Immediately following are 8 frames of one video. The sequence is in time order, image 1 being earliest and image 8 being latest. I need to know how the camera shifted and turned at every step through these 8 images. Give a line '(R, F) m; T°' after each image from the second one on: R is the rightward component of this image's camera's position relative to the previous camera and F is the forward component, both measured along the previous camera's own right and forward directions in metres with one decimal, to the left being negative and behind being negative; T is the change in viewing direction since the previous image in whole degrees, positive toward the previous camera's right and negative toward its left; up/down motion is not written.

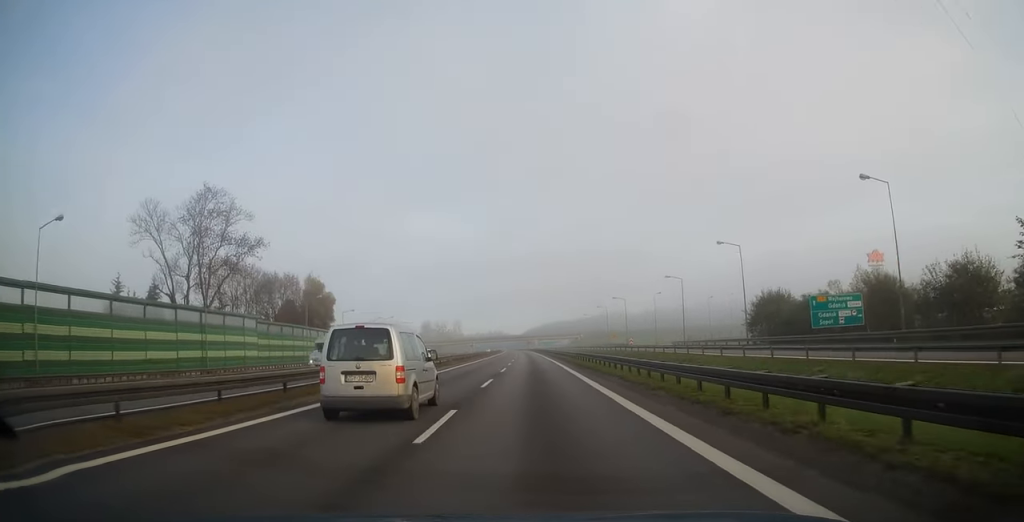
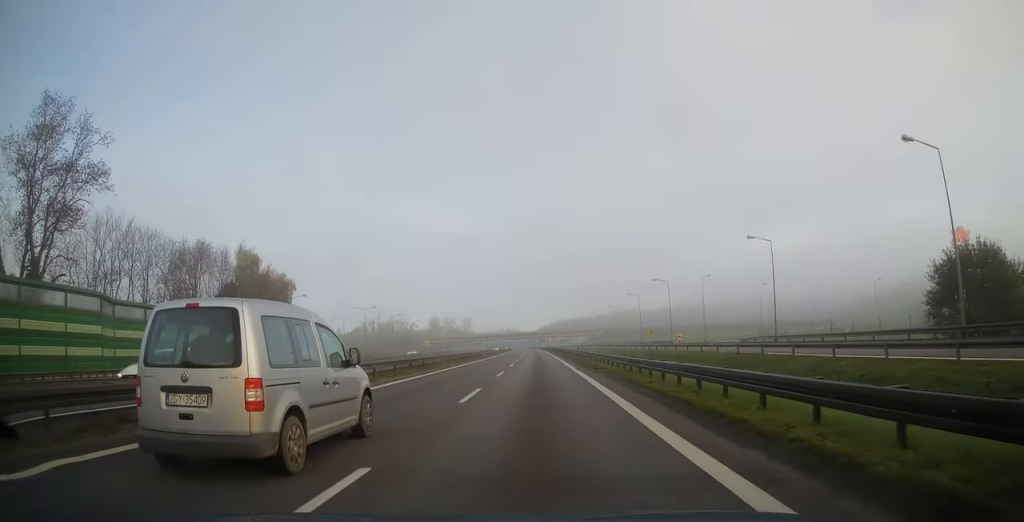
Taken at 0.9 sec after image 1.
(-0.2, +30.0) m; -1°
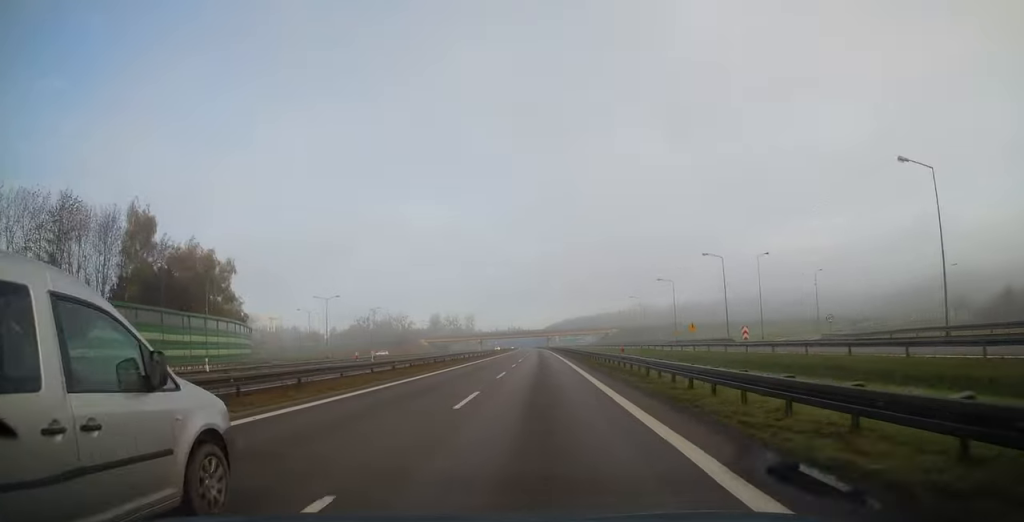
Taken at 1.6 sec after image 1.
(-0.3, +24.9) m; -1°
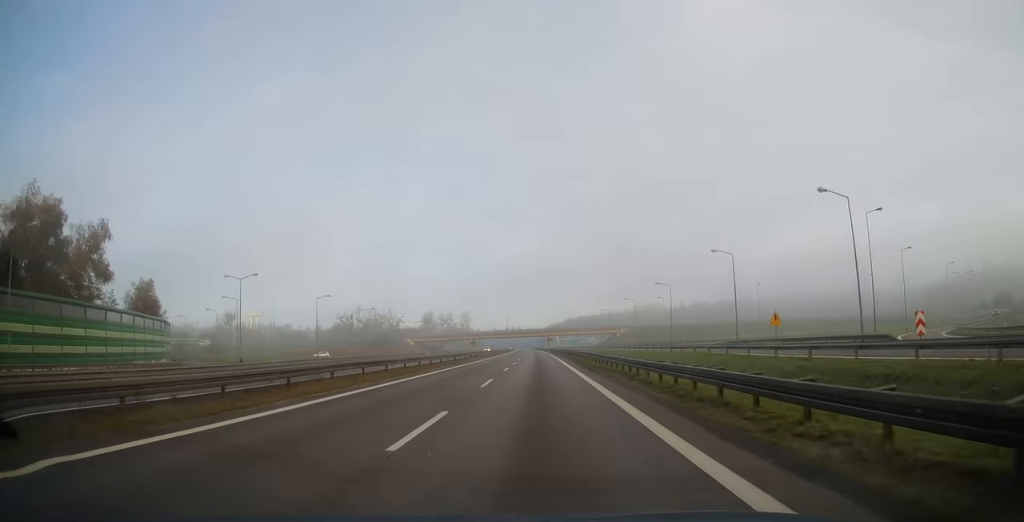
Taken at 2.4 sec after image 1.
(-0.2, +28.6) m; -1°
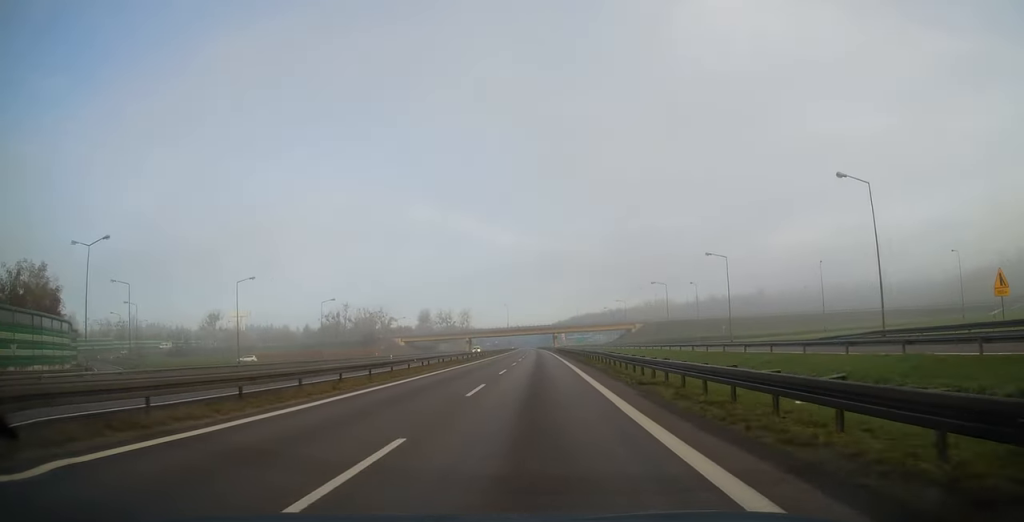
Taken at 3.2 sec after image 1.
(-0.1, +27.1) m; 0°
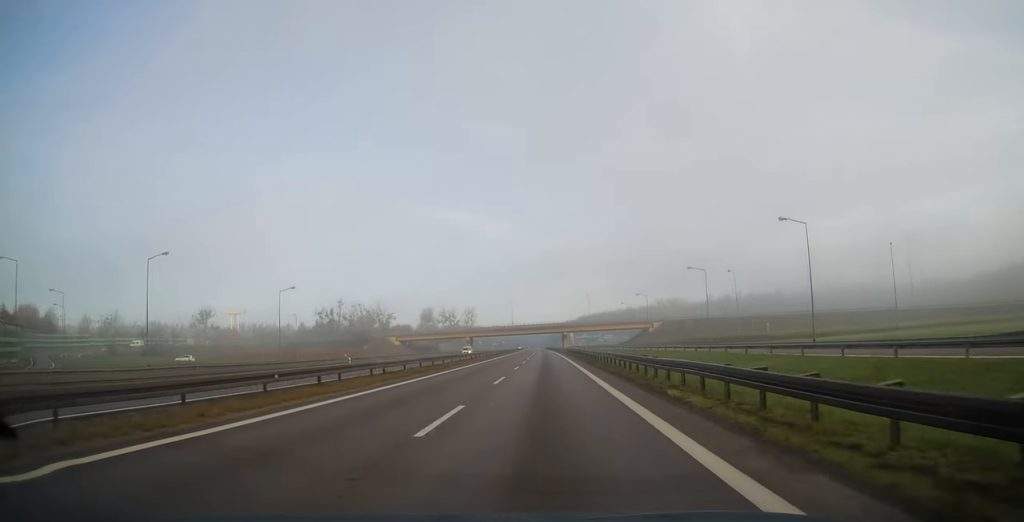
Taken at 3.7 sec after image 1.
(0.0, +18.9) m; 0°
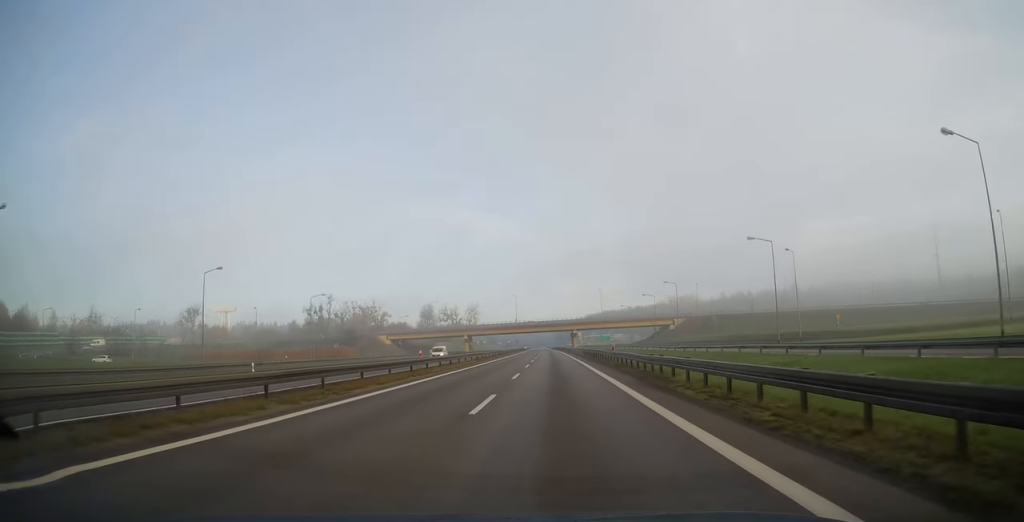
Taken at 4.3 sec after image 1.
(-0.2, +20.8) m; -1°
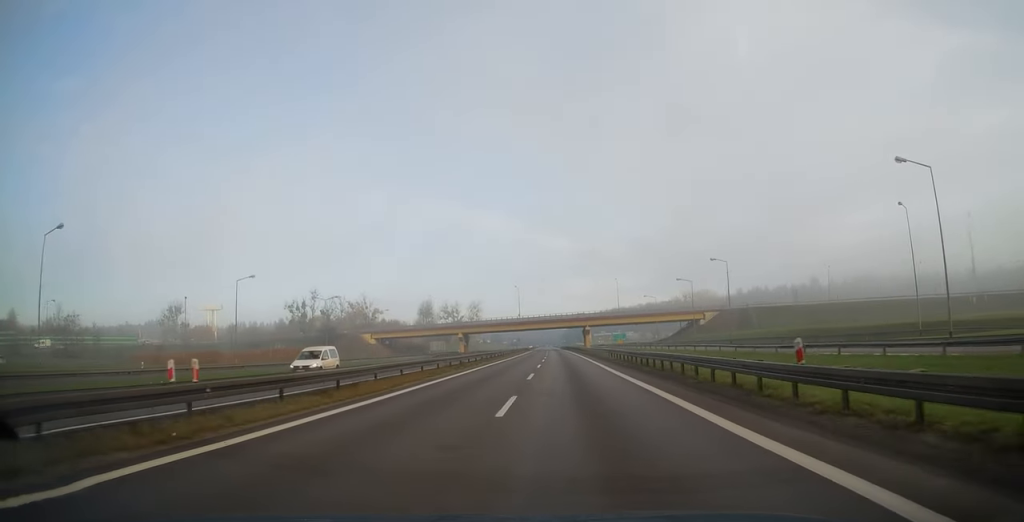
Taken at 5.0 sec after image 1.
(-0.1, +24.4) m; -1°
